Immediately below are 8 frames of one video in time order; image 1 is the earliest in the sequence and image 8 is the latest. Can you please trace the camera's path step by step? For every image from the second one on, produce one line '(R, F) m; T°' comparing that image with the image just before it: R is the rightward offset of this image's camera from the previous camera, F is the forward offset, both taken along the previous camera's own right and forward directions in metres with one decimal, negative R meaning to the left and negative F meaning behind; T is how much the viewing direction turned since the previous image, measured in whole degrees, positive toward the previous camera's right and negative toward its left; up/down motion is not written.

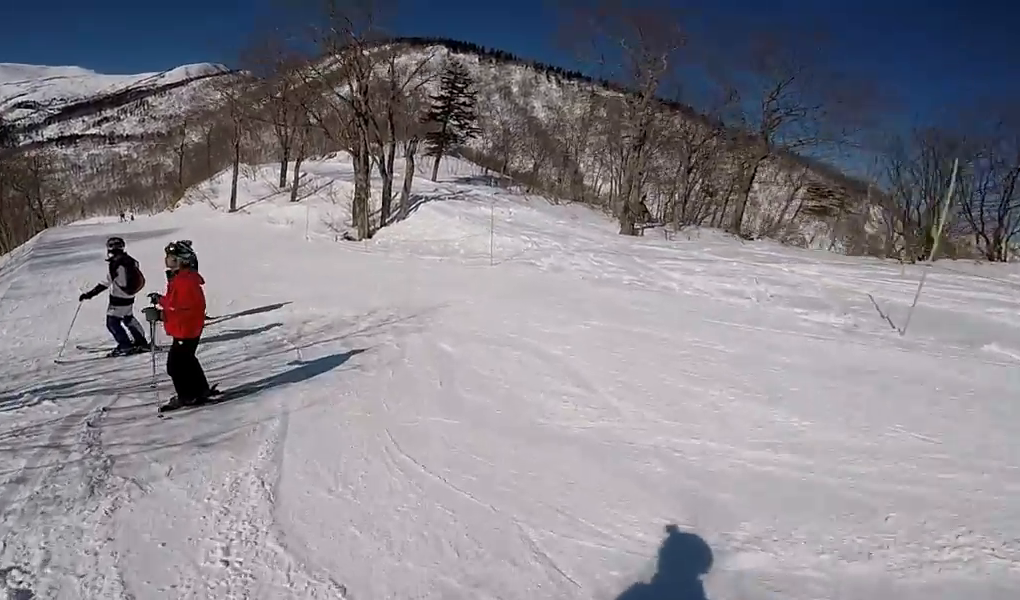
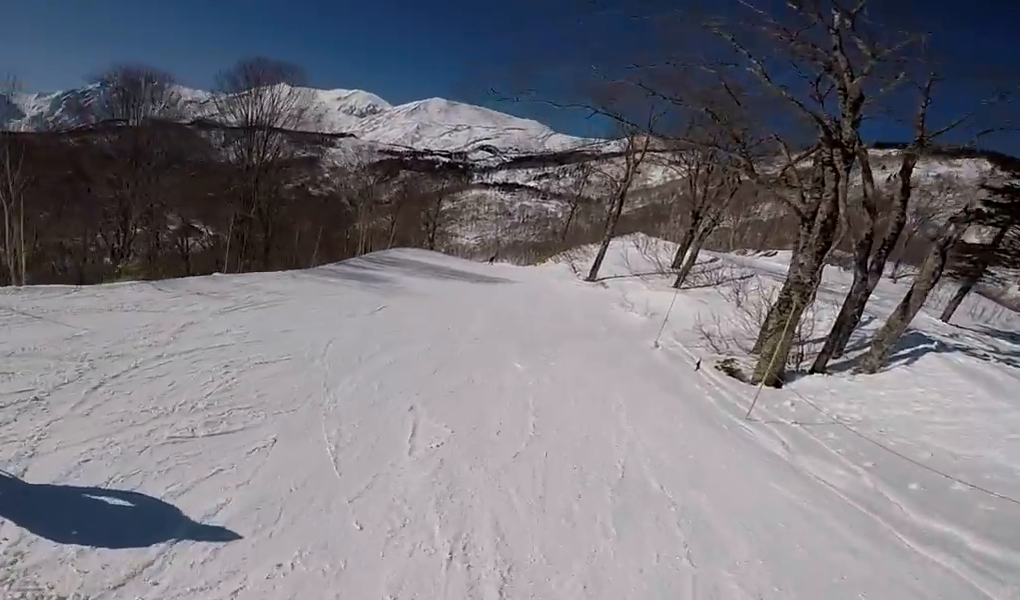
(-0.5, +8.8) m; -19°
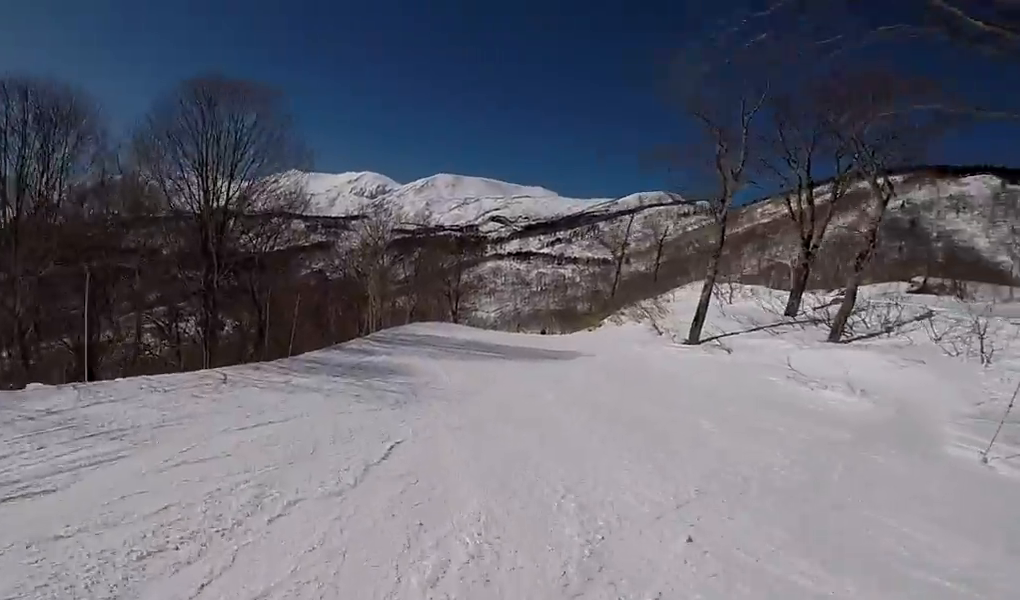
(-1.5, +7.3) m; -16°
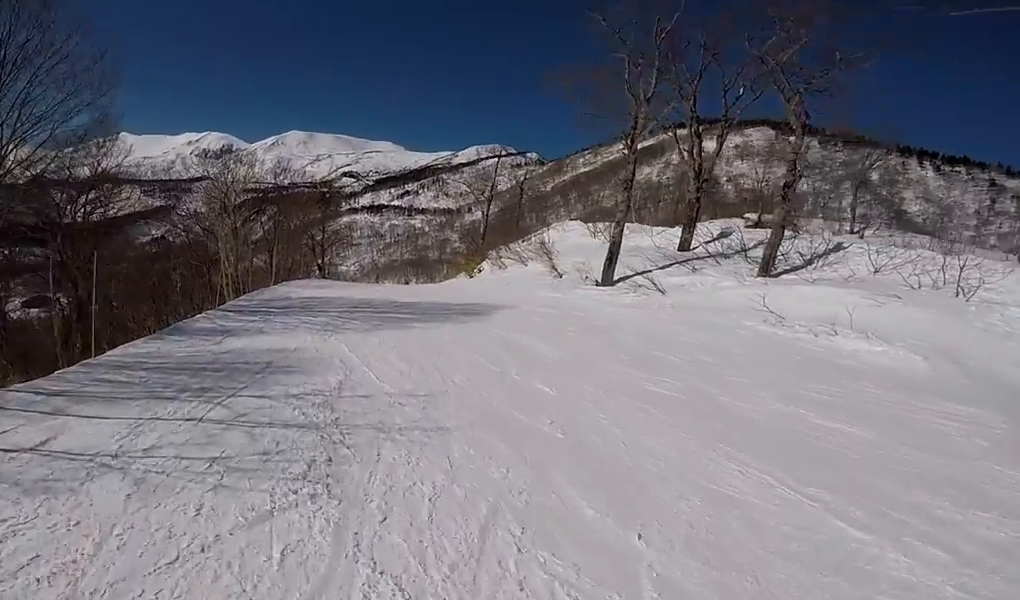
(0.0, +4.1) m; +6°
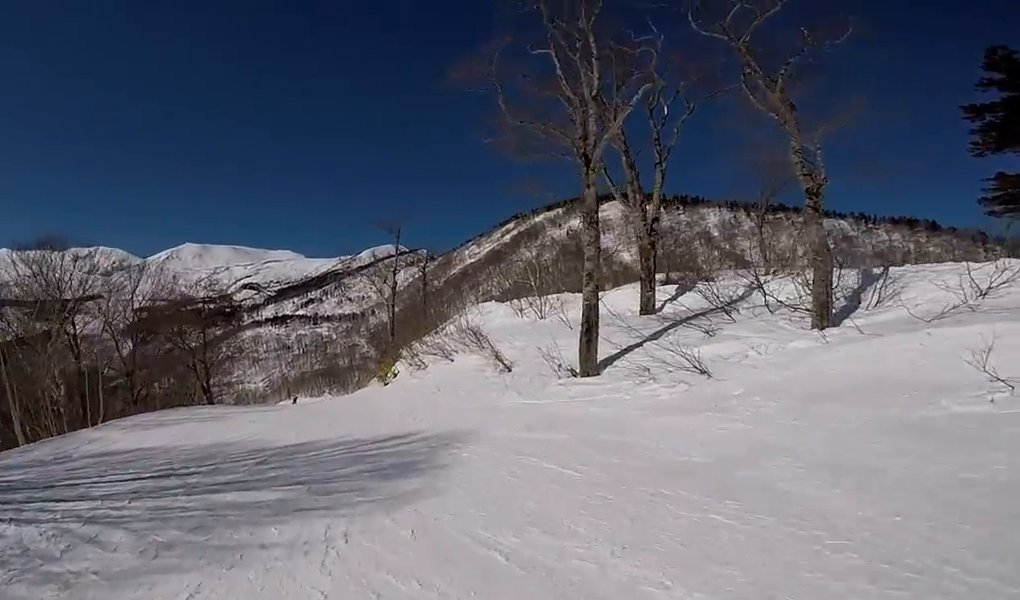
(+0.9, +6.4) m; +10°
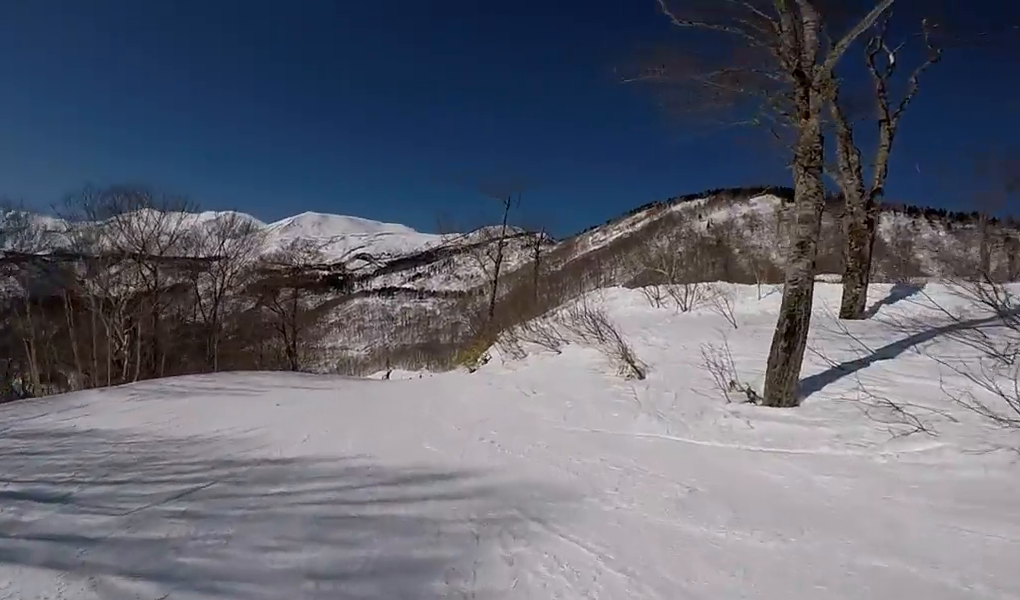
(+0.1, +3.5) m; -2°
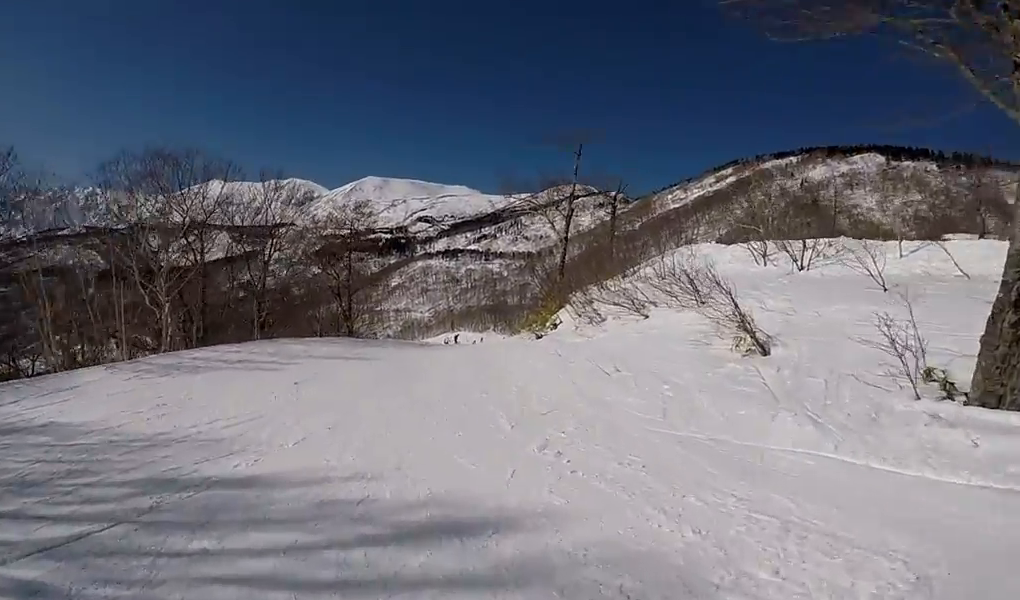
(-0.1, +1.9) m; -12°
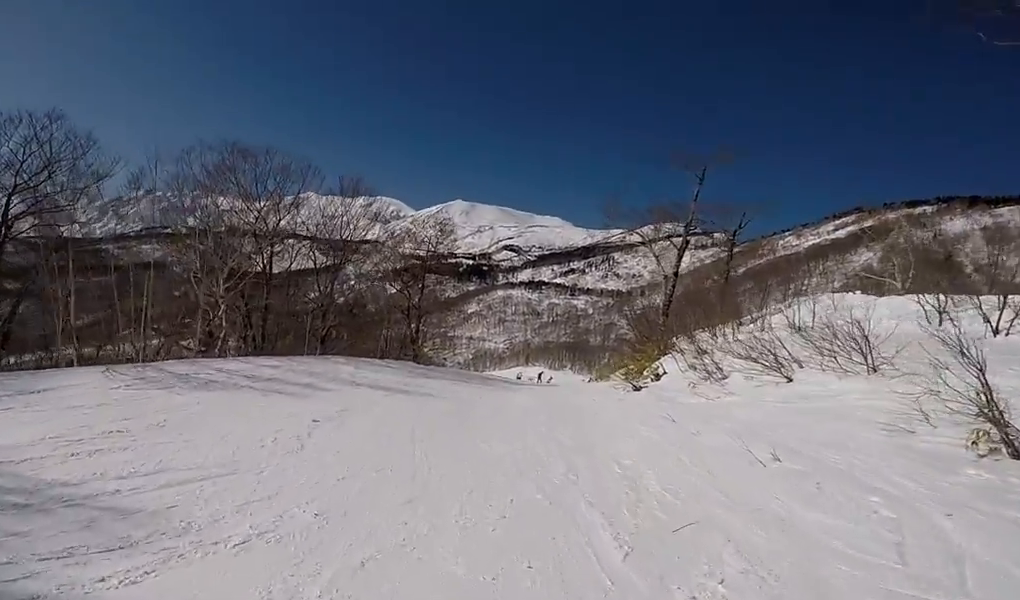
(+0.1, +2.4) m; -13°
